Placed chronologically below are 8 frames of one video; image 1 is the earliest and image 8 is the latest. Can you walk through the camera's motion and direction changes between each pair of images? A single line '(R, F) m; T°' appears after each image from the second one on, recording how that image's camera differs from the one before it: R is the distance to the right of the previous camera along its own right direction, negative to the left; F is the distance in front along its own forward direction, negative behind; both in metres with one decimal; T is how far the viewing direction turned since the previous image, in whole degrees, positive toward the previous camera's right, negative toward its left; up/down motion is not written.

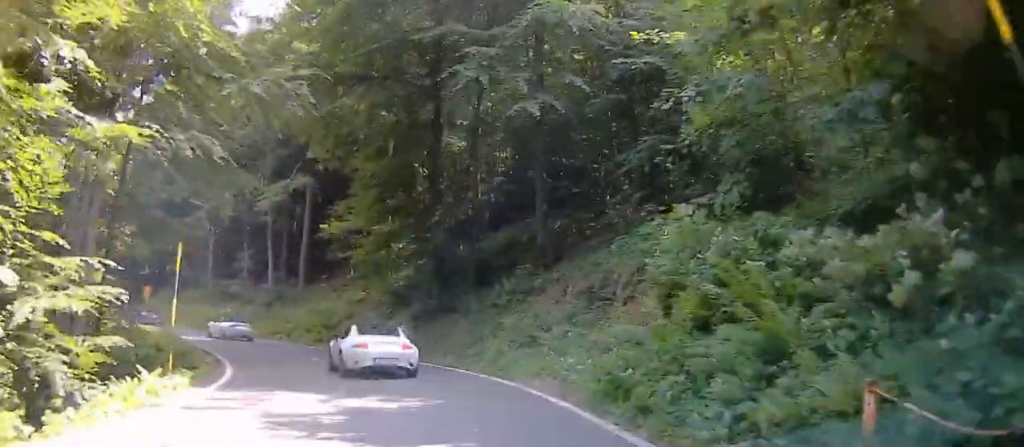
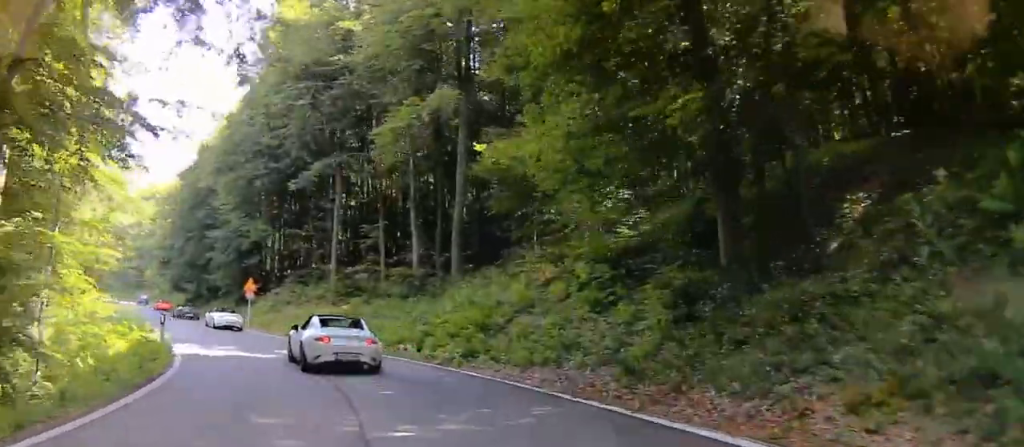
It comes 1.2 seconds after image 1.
(-0.1, +15.4) m; -9°
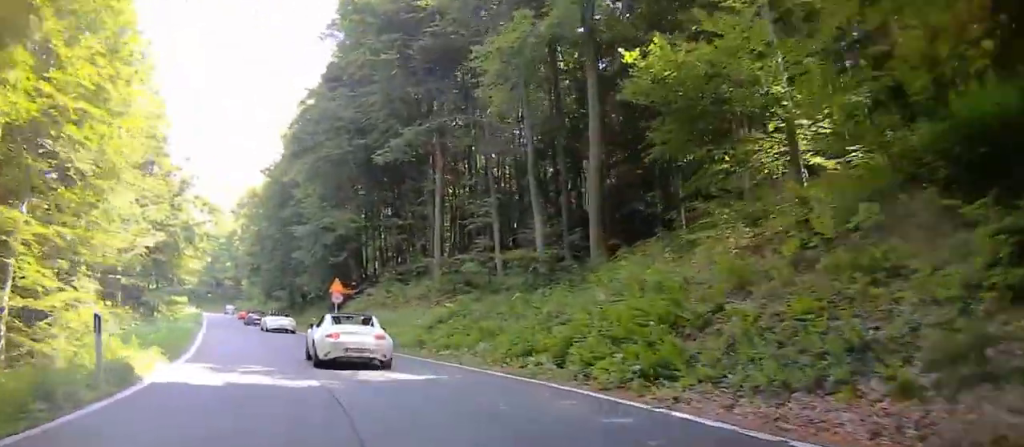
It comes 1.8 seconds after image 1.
(-0.2, +7.4) m; -9°
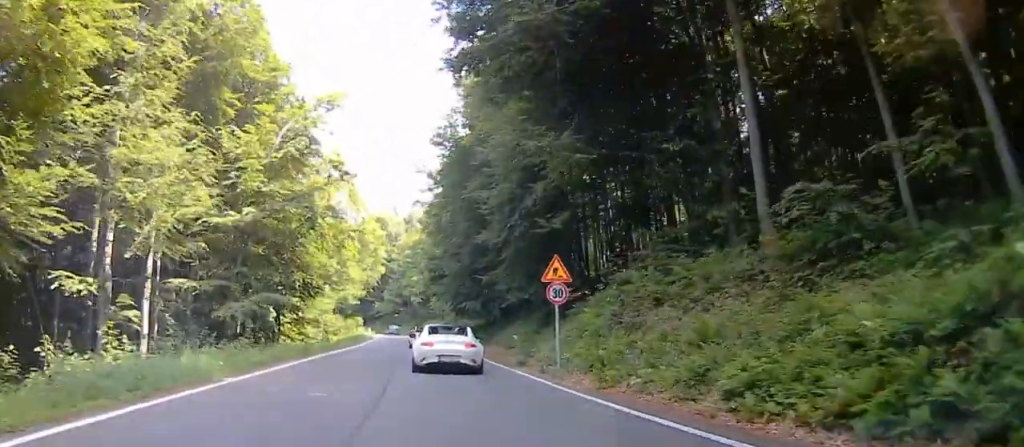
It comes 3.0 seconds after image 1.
(-3.4, +16.6) m; -14°
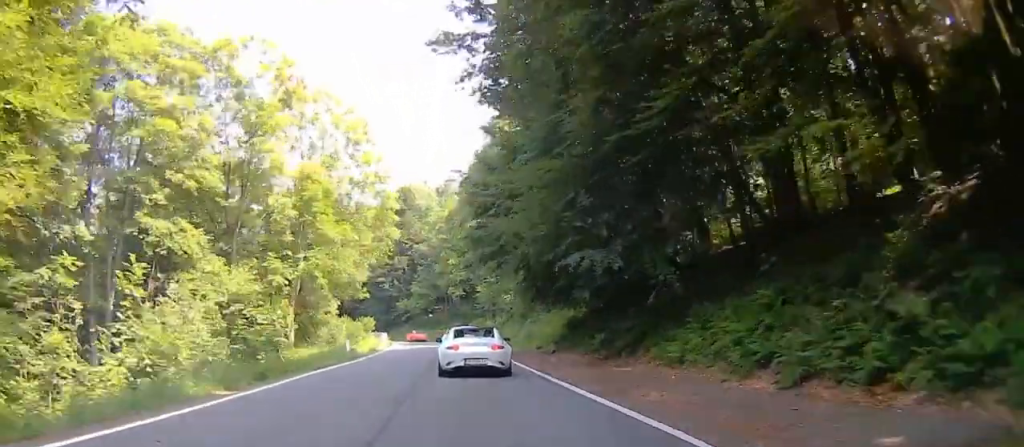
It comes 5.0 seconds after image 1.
(-3.3, +26.6) m; -17°
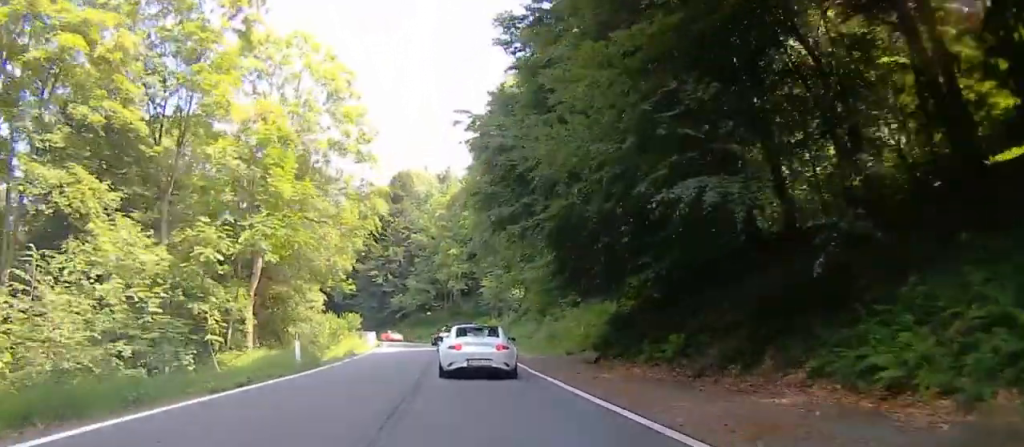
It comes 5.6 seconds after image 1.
(-0.5, +8.0) m; -5°
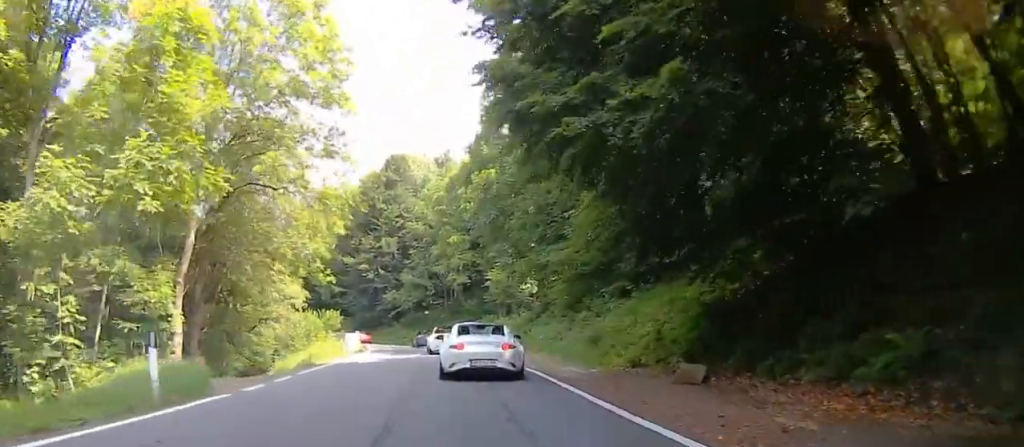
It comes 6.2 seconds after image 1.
(-0.4, +8.5) m; -2°
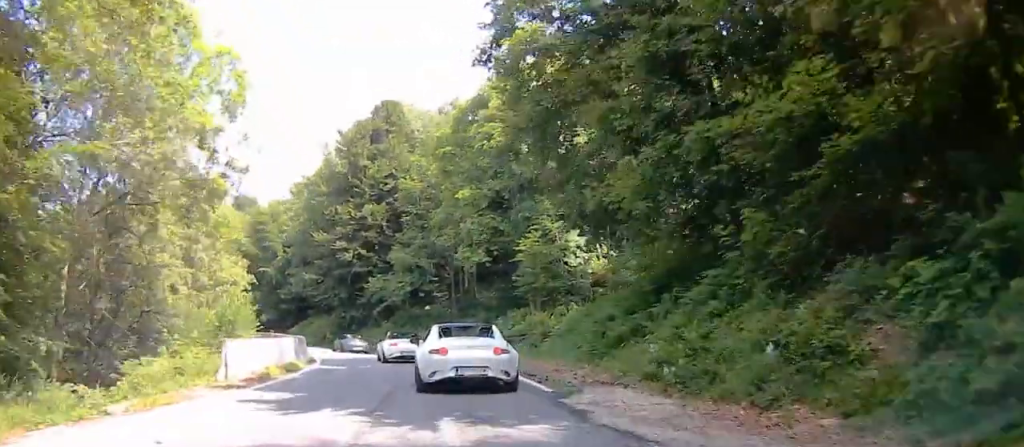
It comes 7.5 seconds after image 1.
(-0.3, +17.9) m; -1°
